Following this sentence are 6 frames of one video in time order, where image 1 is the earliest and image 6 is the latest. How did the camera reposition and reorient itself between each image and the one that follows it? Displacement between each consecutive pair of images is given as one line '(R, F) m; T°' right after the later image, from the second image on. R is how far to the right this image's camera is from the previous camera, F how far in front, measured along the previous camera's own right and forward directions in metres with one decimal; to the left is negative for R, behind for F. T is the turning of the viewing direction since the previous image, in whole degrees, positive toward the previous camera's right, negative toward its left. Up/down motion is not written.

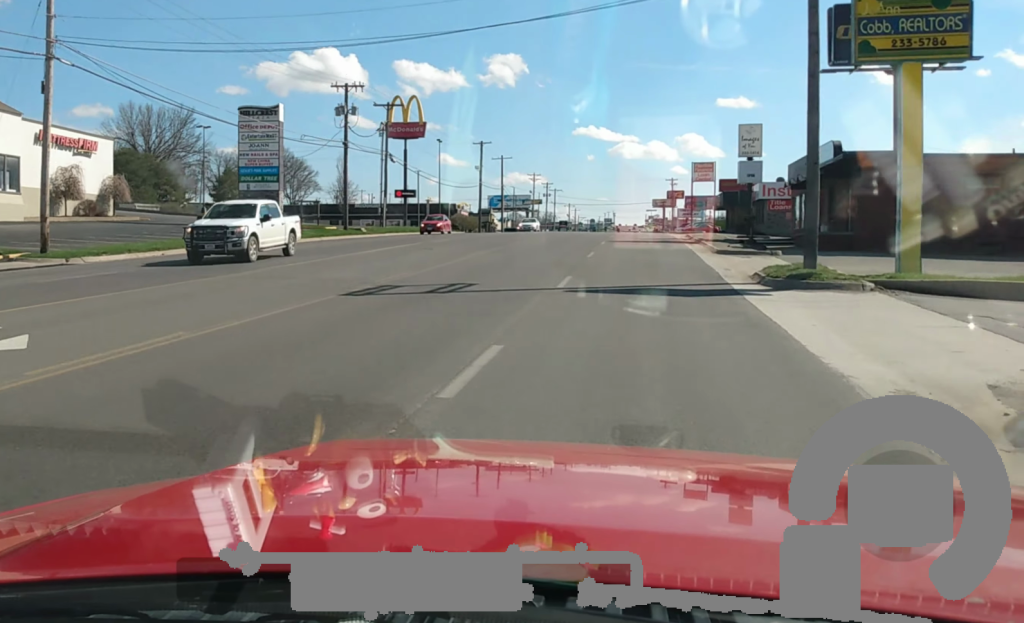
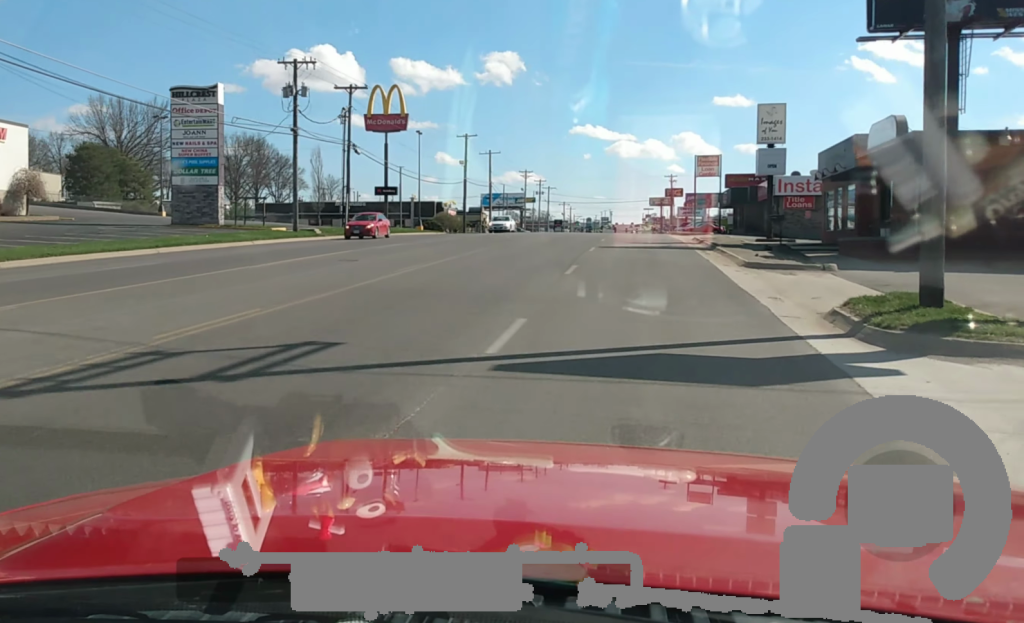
(+0.2, +9.8) m; 0°
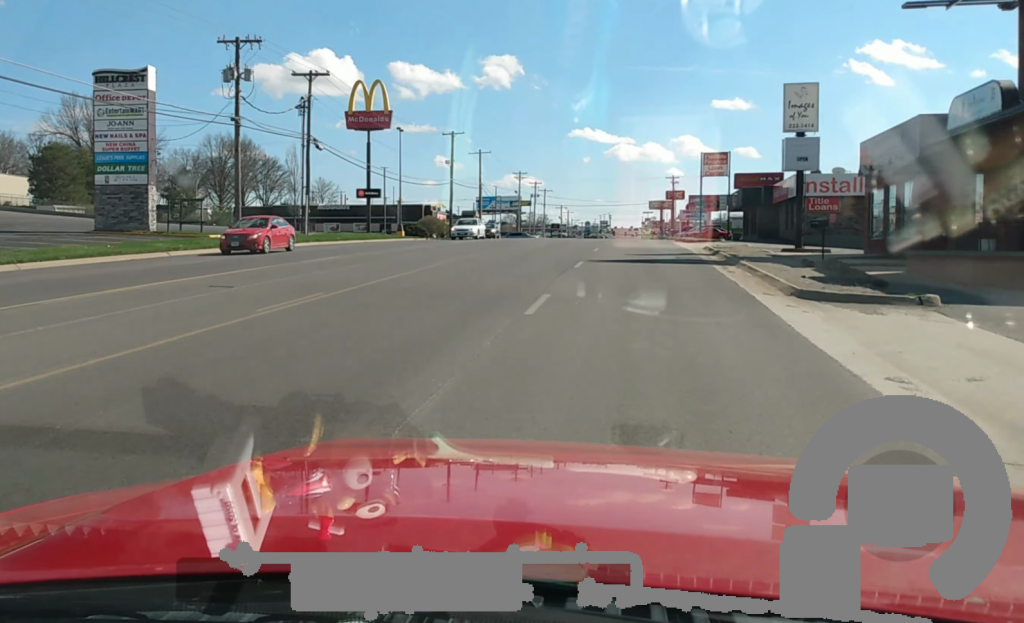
(+0.2, +8.5) m; 0°
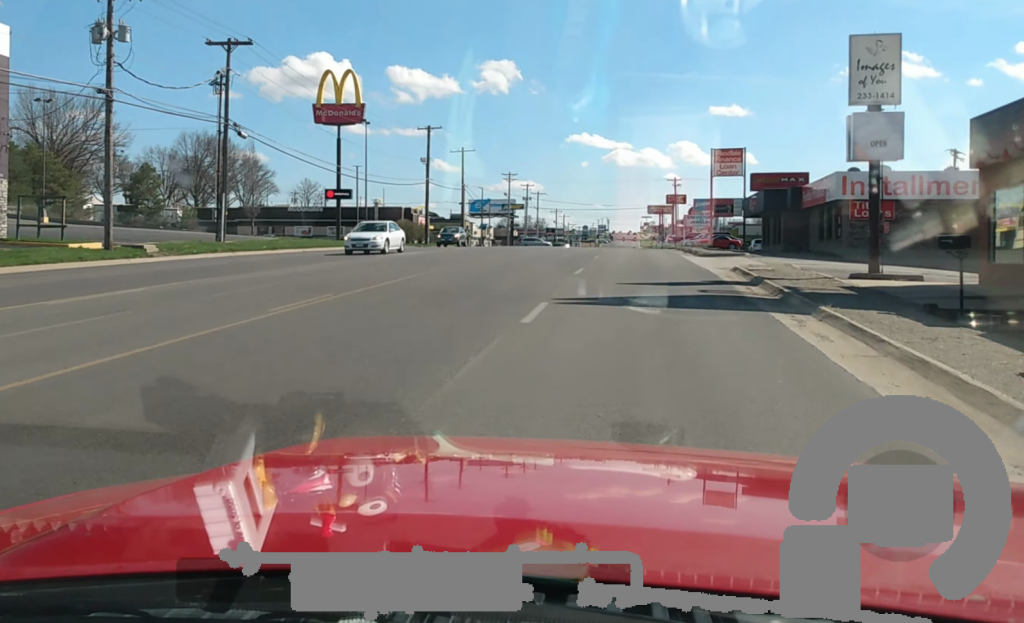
(-0.3, +11.6) m; 0°
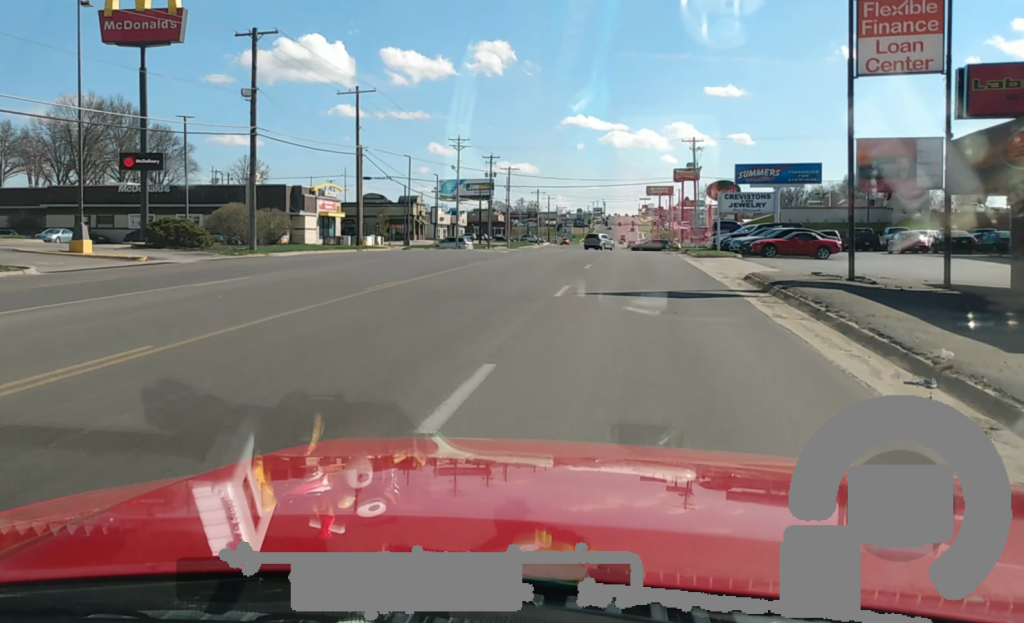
(+0.4, +43.2) m; +1°
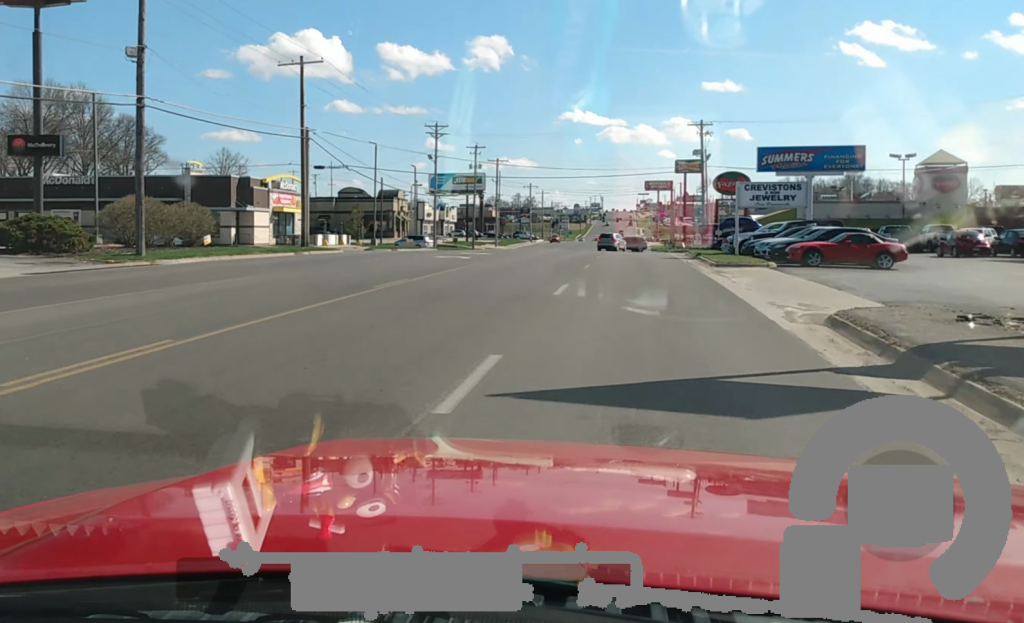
(-0.1, +11.6) m; 0°
